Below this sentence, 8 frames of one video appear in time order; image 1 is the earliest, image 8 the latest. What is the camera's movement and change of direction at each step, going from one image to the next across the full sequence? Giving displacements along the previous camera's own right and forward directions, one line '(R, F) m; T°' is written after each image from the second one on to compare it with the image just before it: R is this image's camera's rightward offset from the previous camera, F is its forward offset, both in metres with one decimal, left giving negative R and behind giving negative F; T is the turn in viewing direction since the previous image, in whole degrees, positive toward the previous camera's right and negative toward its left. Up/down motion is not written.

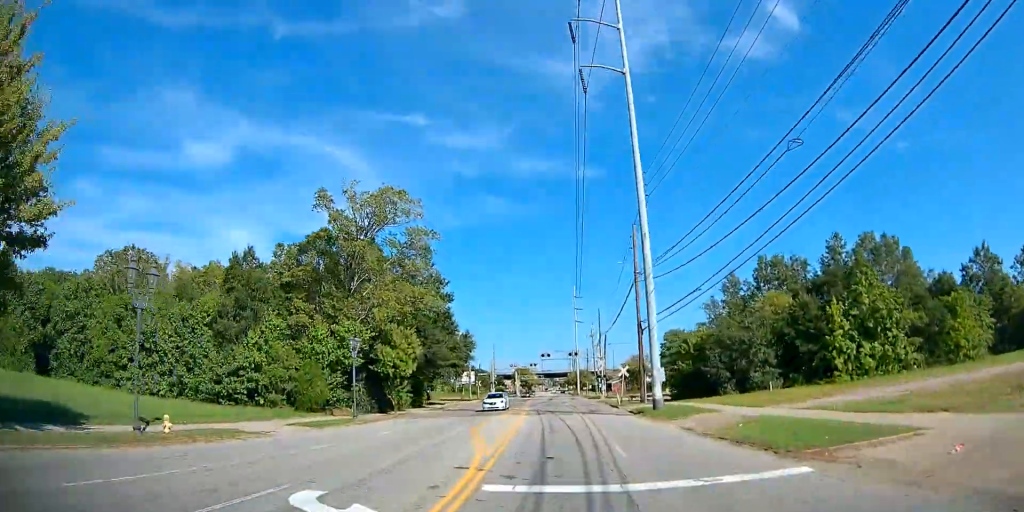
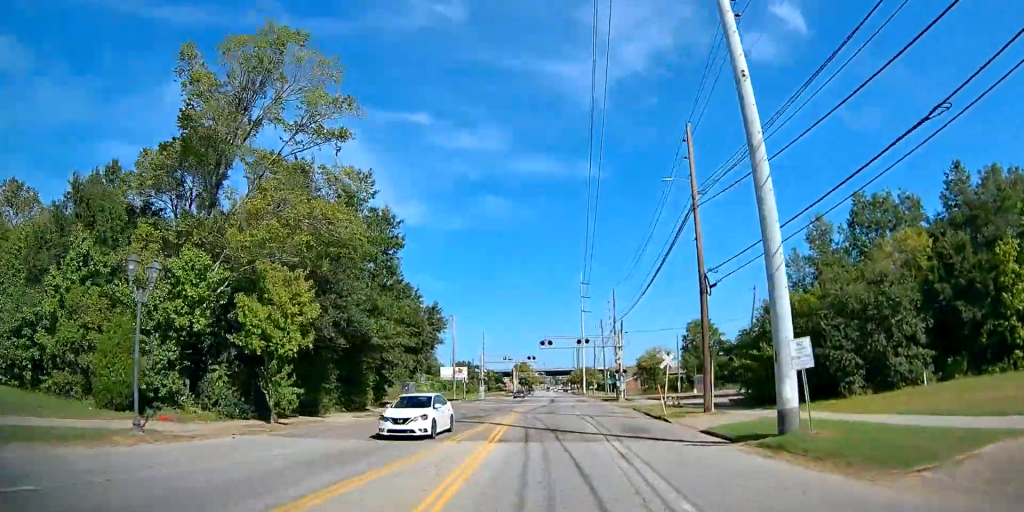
(+0.1, +19.1) m; 0°
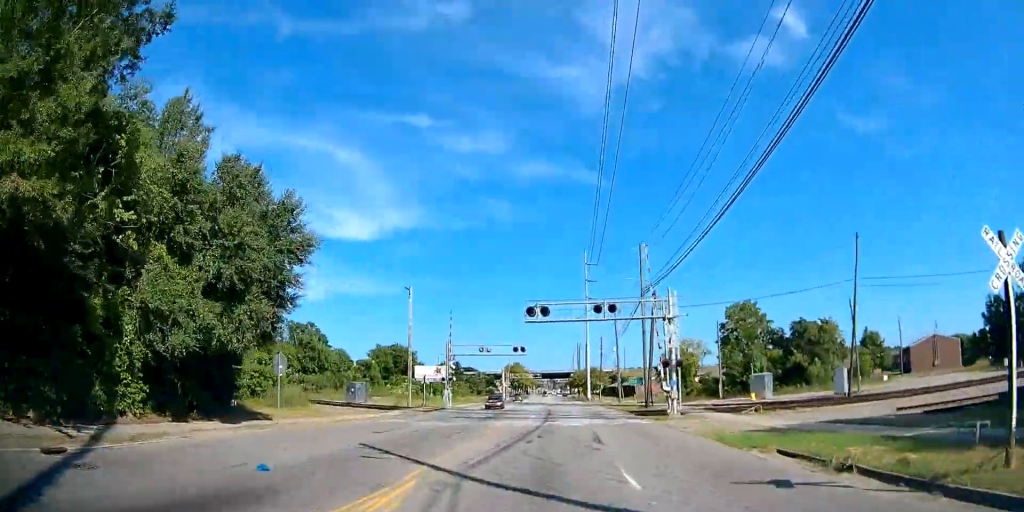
(0.0, +25.5) m; 0°
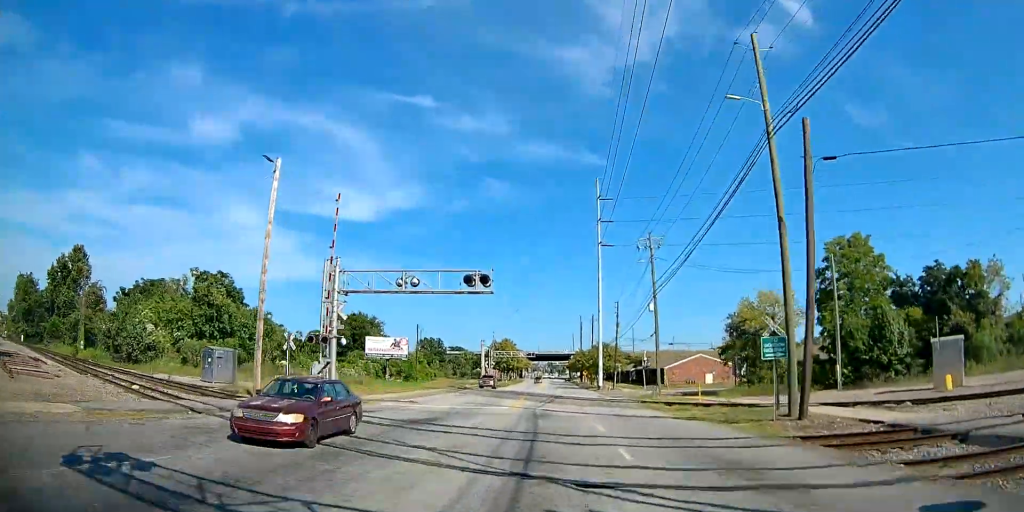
(-0.1, +31.2) m; 0°
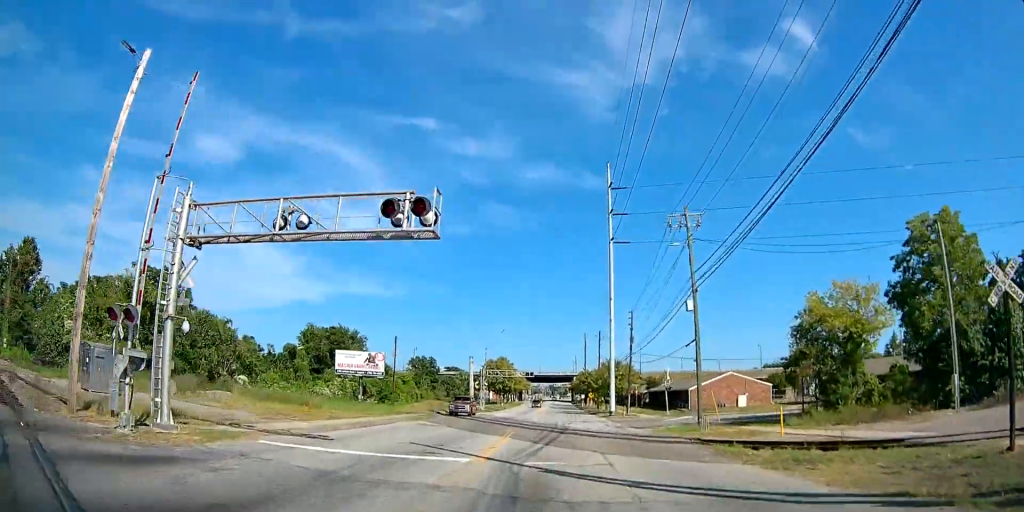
(0.0, +13.9) m; 0°
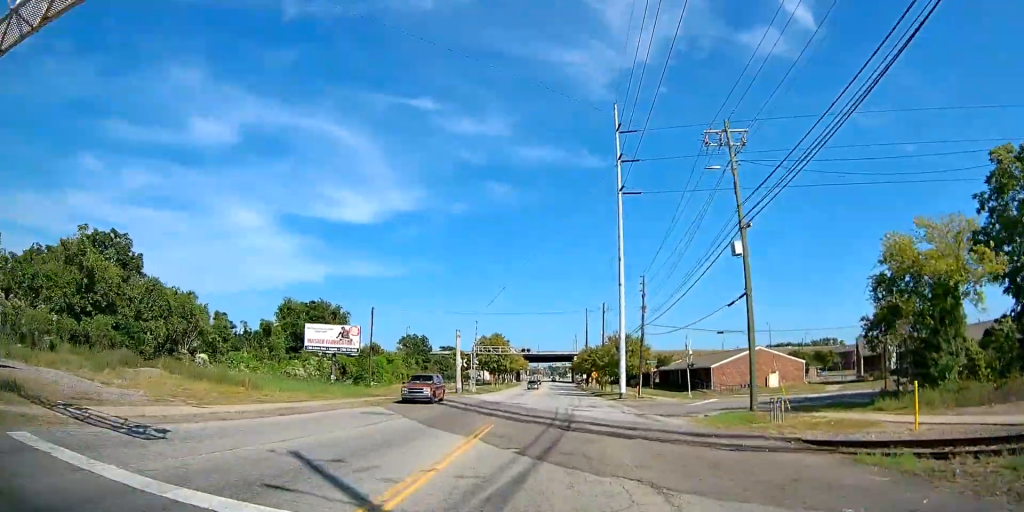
(+0.1, +10.1) m; 0°
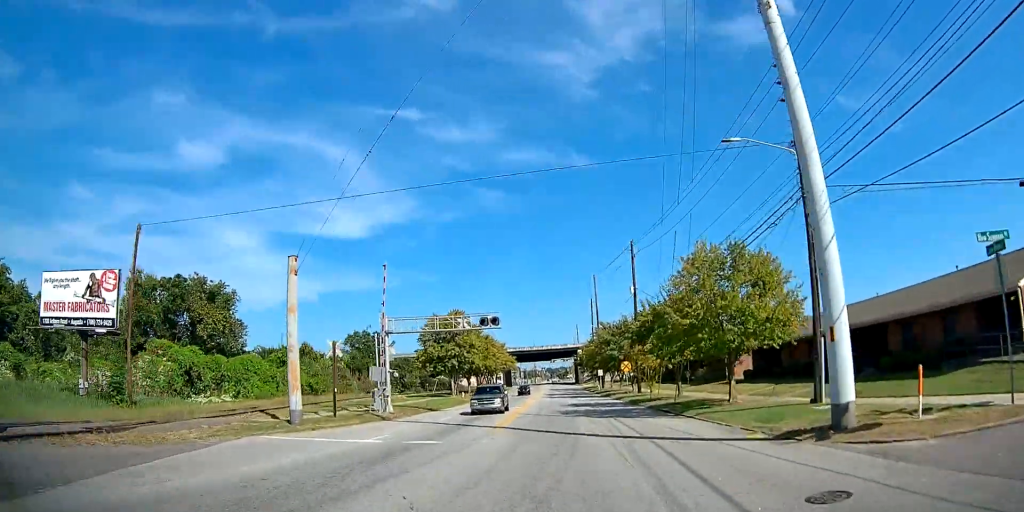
(-0.6, +41.6) m; 0°
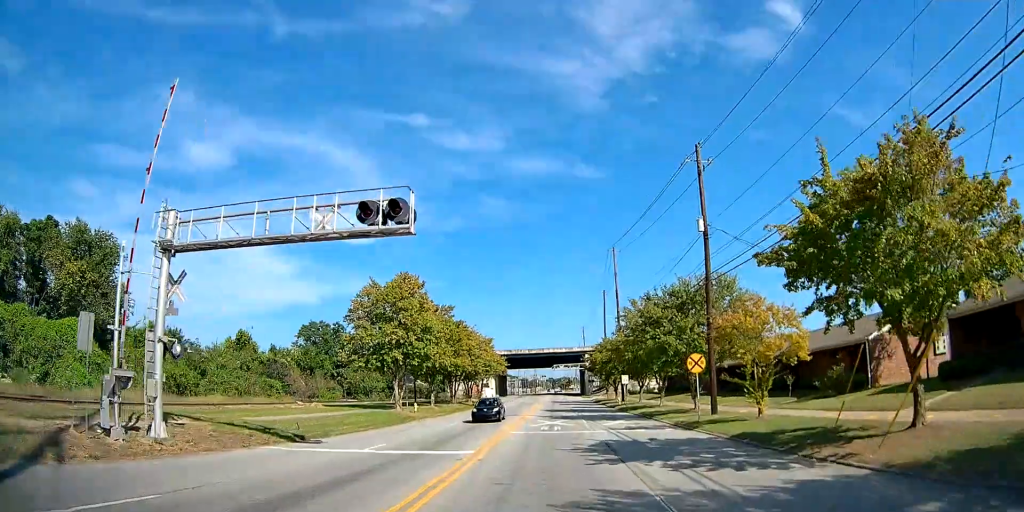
(+0.7, +24.1) m; 0°
